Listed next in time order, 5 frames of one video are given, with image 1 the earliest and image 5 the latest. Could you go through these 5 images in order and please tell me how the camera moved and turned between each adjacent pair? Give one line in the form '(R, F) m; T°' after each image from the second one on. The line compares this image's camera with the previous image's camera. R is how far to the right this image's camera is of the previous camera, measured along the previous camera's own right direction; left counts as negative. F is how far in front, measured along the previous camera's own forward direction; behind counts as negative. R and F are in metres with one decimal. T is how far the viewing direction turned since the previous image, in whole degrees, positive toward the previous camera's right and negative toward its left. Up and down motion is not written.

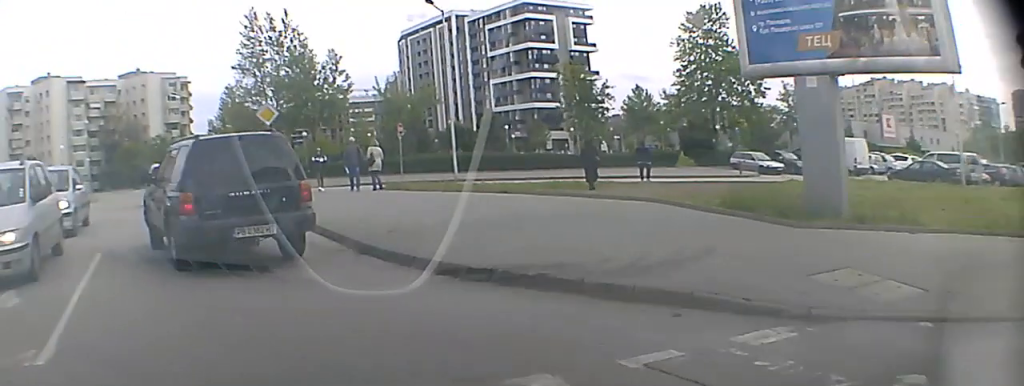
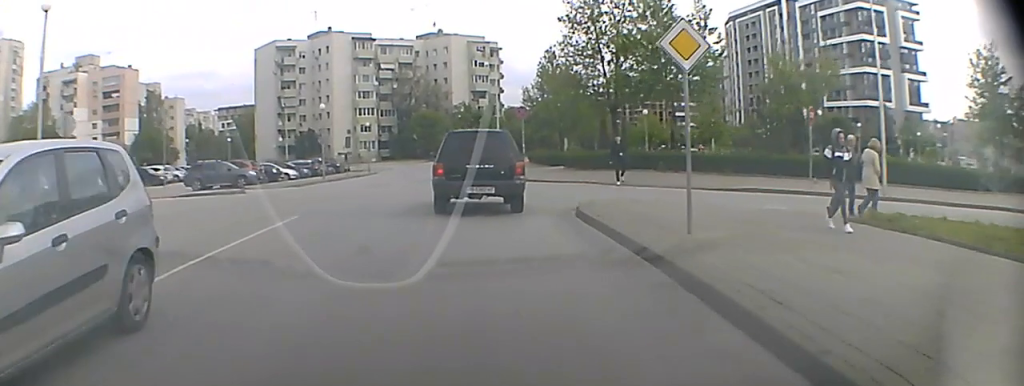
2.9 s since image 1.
(-1.9, +14.8) m; -12°
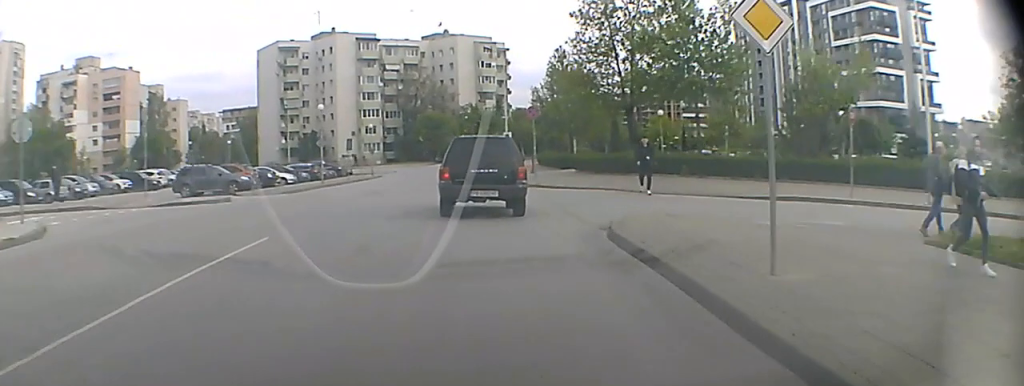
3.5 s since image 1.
(0.0, +3.8) m; -1°
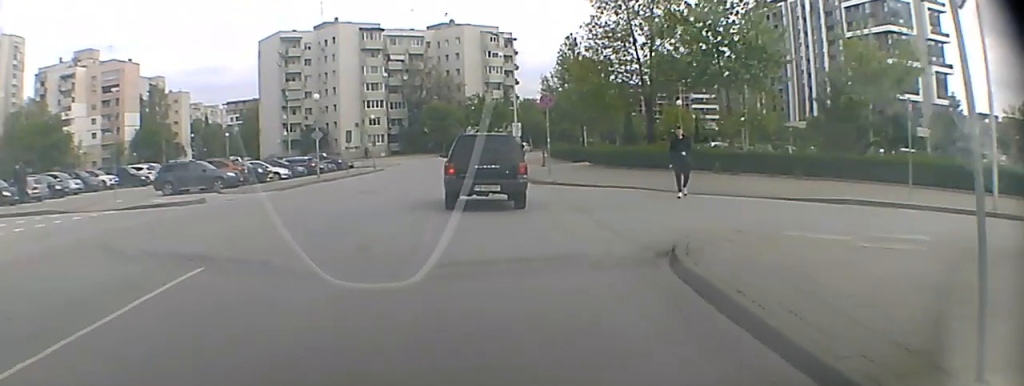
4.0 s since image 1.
(0.0, +3.6) m; -1°
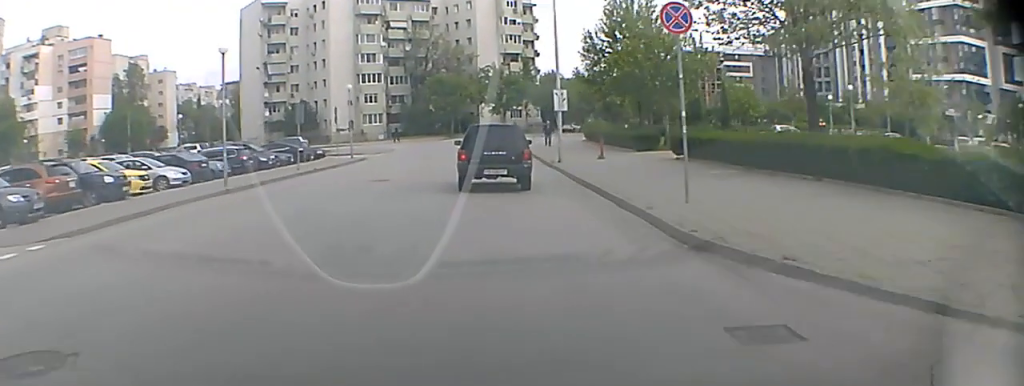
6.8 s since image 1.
(-0.3, +21.9) m; -1°
